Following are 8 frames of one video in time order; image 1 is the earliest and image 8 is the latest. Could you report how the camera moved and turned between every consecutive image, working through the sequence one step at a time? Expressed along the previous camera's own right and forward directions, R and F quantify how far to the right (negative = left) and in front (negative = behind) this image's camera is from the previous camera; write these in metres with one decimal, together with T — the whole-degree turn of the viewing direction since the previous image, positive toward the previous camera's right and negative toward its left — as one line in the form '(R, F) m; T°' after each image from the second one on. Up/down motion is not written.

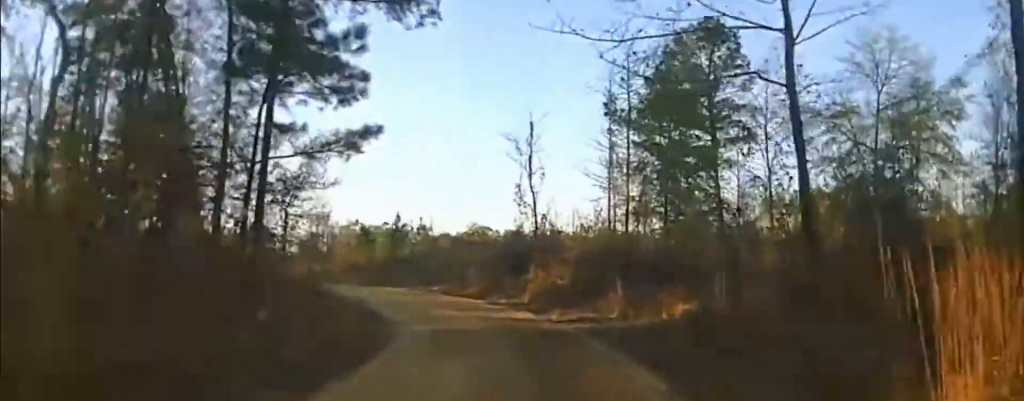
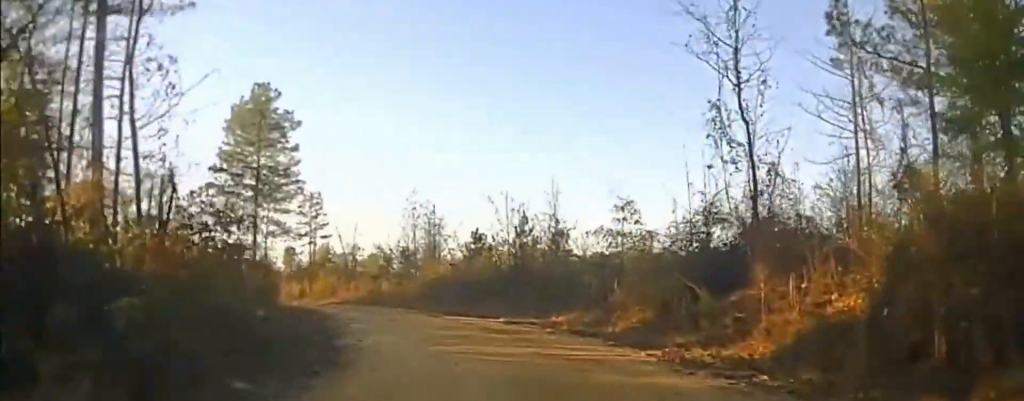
(-1.5, +22.2) m; -10°
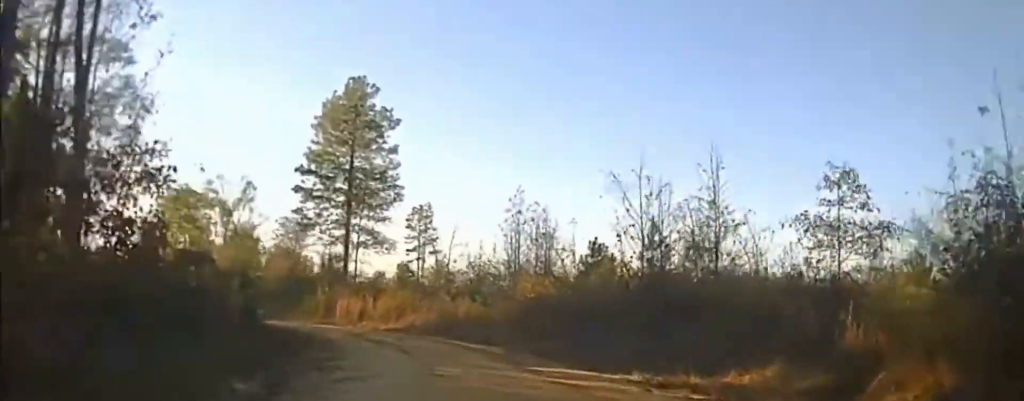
(-0.7, +12.4) m; -8°
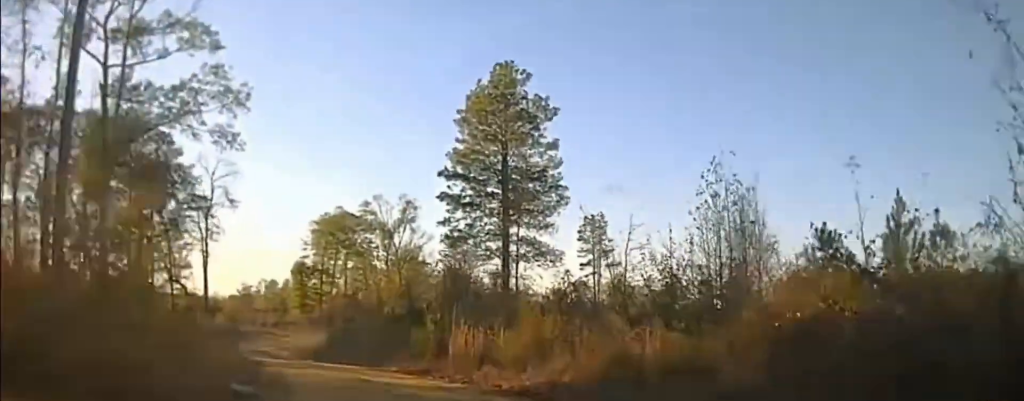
(-0.7, +14.5) m; -11°
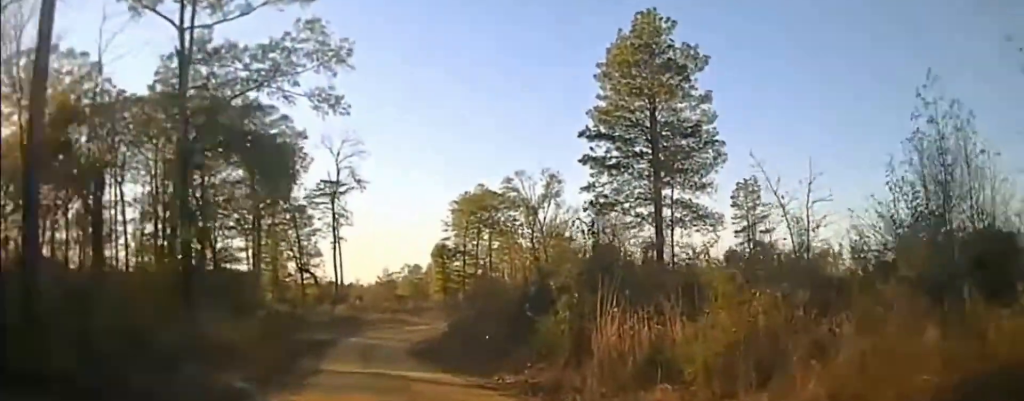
(-1.0, +8.9) m; -10°
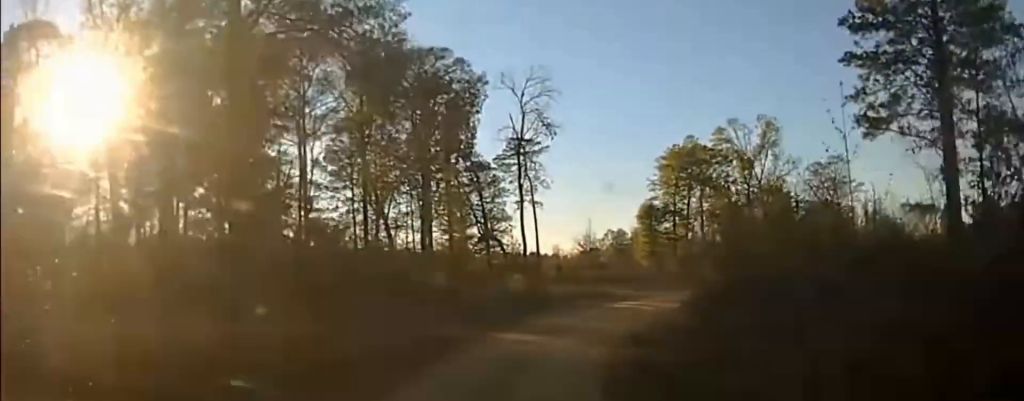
(-3.6, +19.2) m; -12°
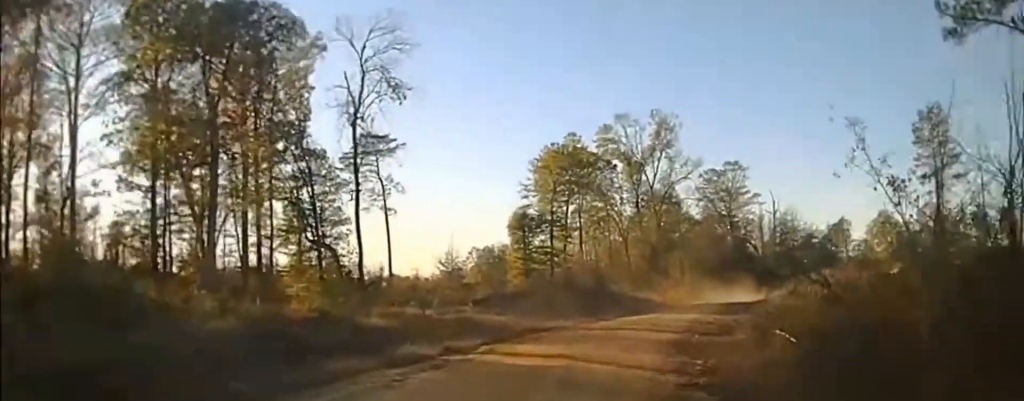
(+1.6, +21.3) m; +9°
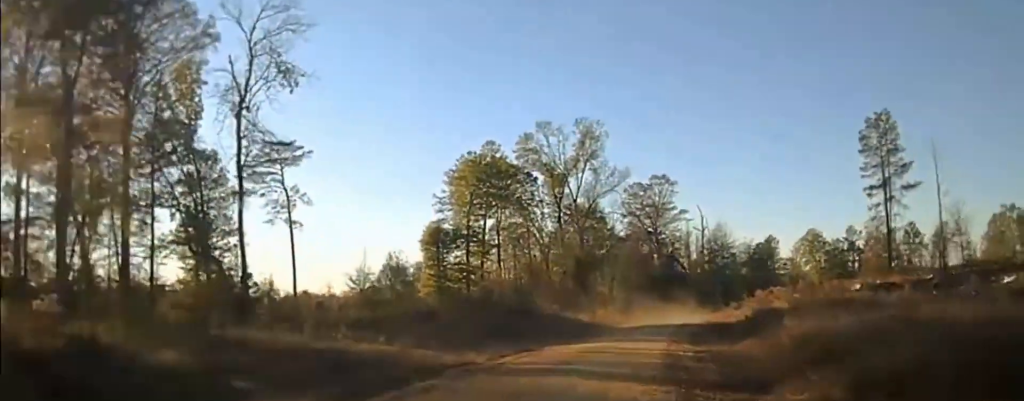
(0.0, +7.2) m; +4°
